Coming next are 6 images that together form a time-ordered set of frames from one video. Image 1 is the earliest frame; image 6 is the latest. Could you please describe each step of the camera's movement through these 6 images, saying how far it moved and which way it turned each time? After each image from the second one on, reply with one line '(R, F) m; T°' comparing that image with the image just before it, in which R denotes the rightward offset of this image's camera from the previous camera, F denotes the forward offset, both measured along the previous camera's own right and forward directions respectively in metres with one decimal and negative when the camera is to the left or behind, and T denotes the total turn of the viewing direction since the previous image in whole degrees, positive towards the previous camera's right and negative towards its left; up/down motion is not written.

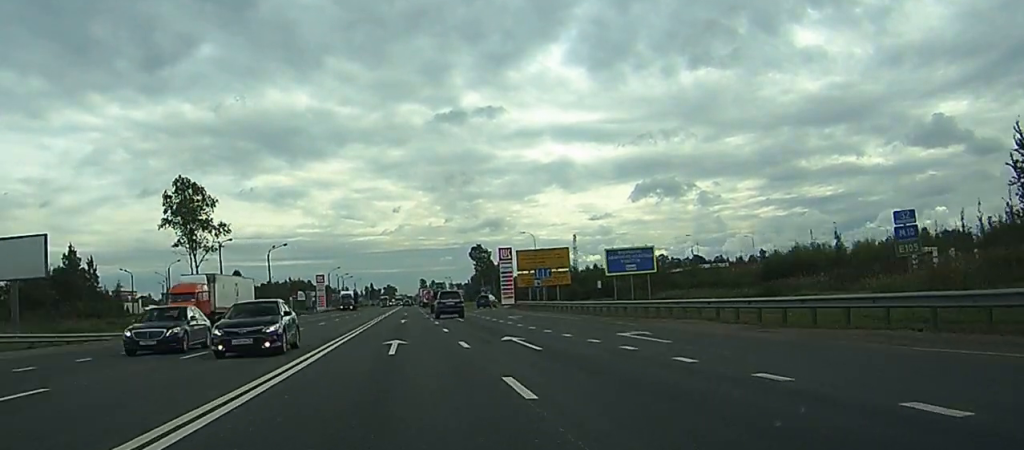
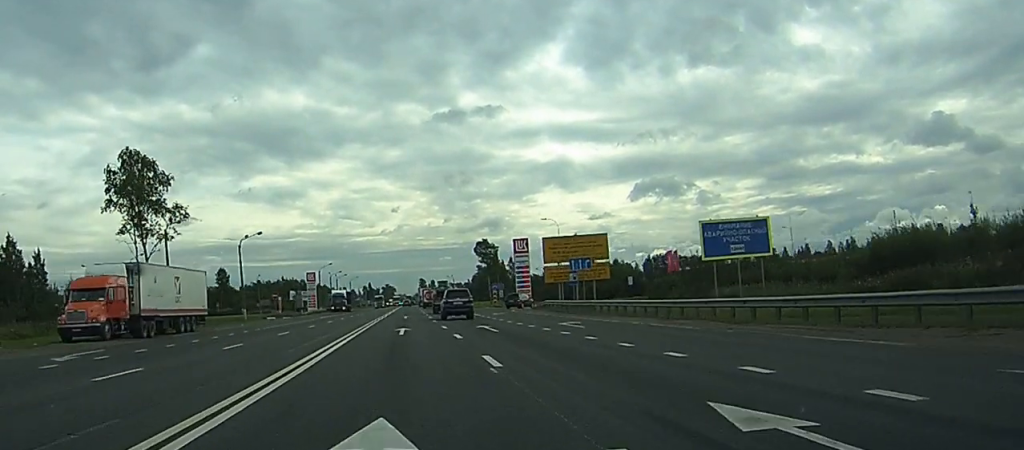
(0.0, +18.8) m; 0°
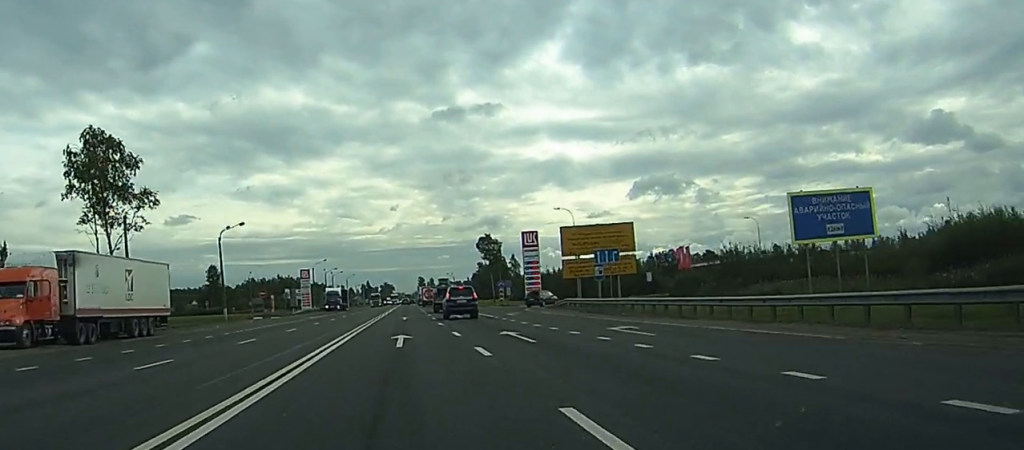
(0.0, +9.4) m; 0°
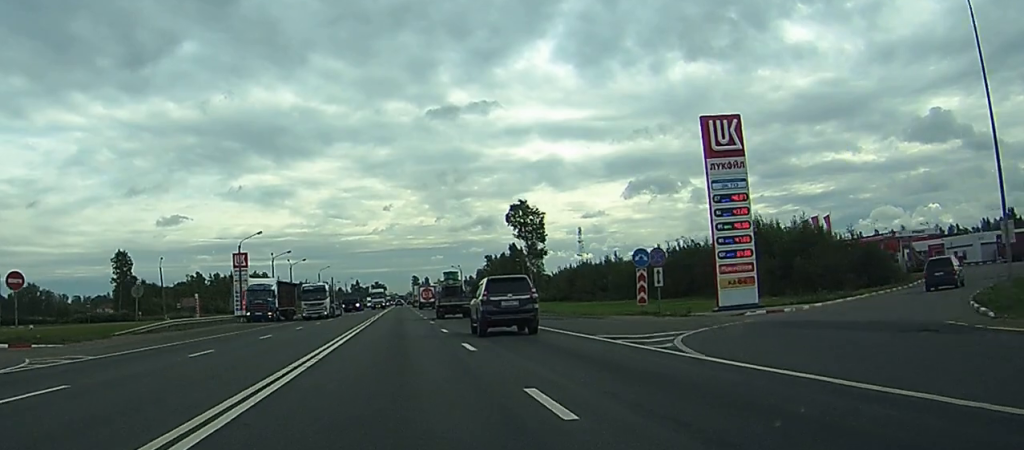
(-0.1, +66.3) m; 0°
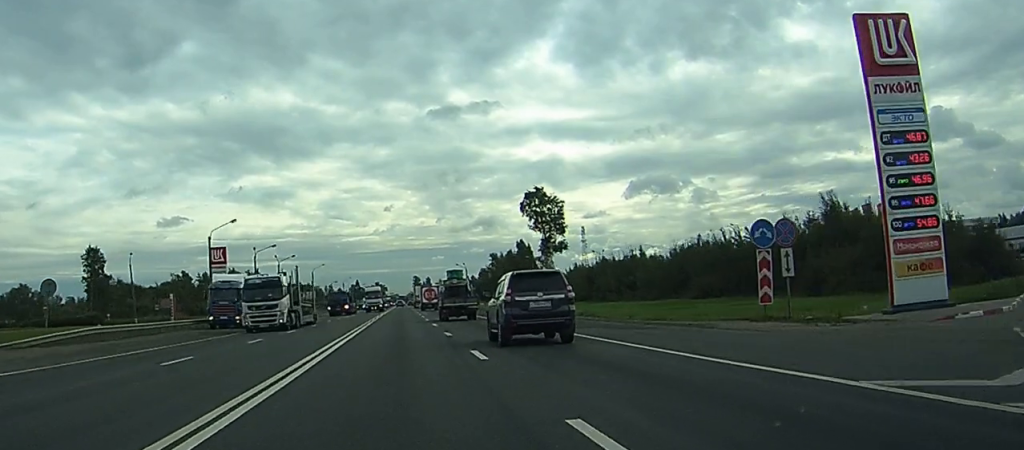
(+0.1, +14.8) m; 0°
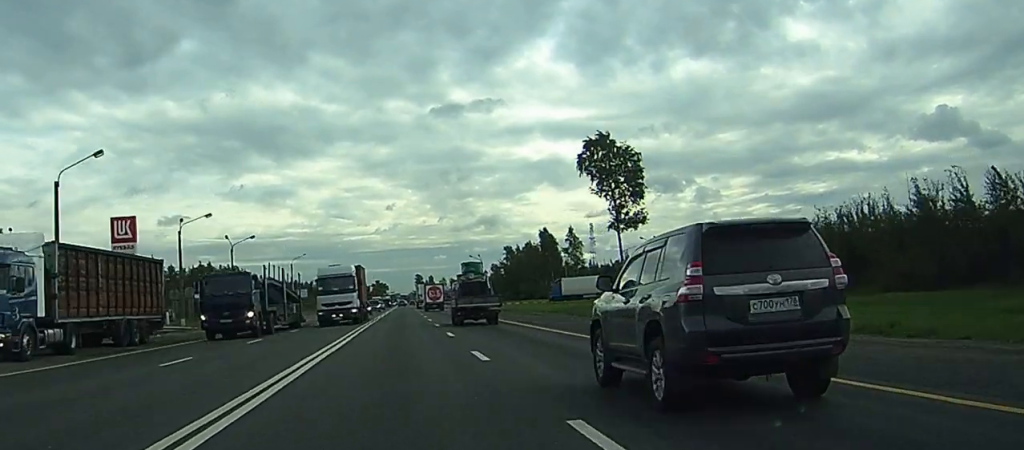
(+0.1, +35.9) m; 0°
